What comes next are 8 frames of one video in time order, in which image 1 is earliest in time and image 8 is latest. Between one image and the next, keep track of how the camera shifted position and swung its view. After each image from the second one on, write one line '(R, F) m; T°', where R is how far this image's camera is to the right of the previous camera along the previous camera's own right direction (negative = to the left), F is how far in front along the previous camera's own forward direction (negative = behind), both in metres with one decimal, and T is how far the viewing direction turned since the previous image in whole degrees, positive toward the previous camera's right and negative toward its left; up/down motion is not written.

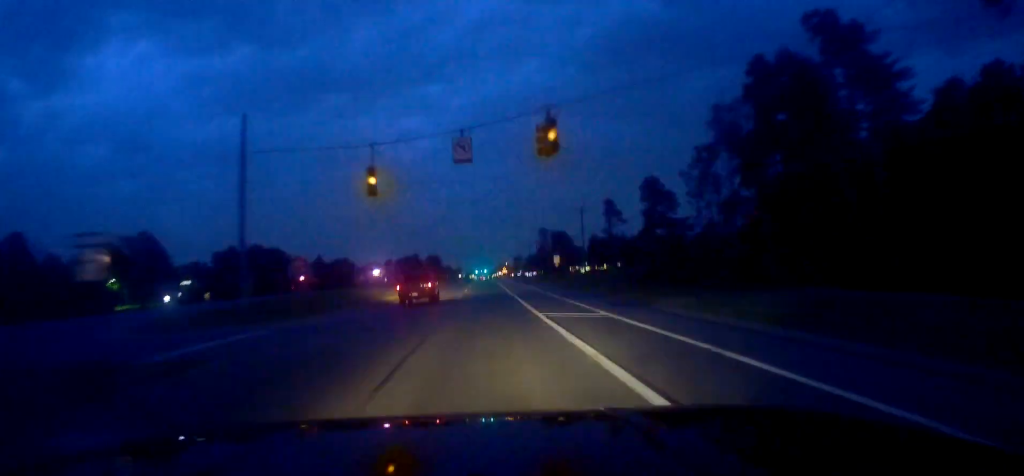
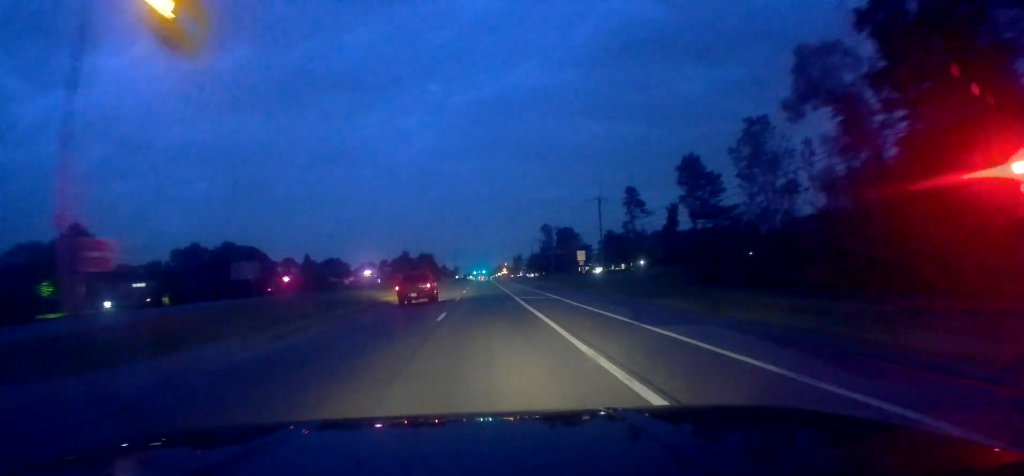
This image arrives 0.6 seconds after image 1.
(+0.1, +16.4) m; 0°
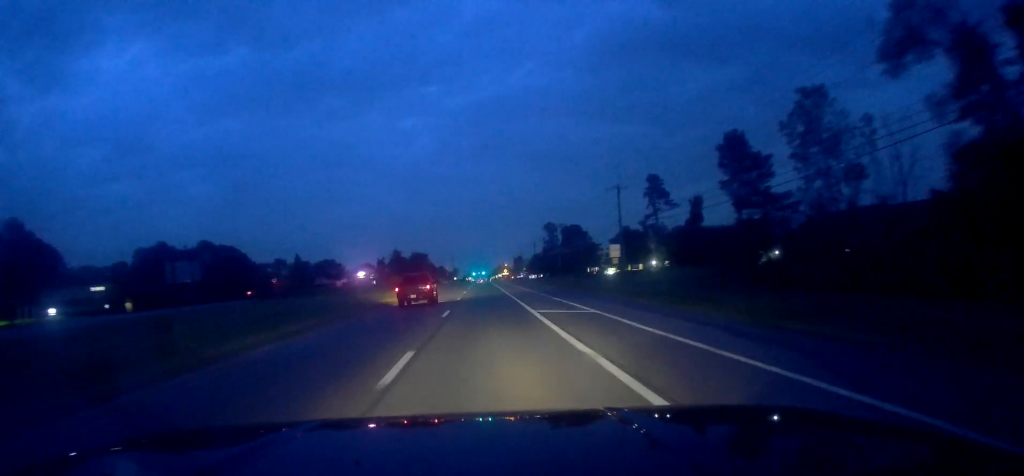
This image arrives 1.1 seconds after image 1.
(-0.2, +12.1) m; 0°
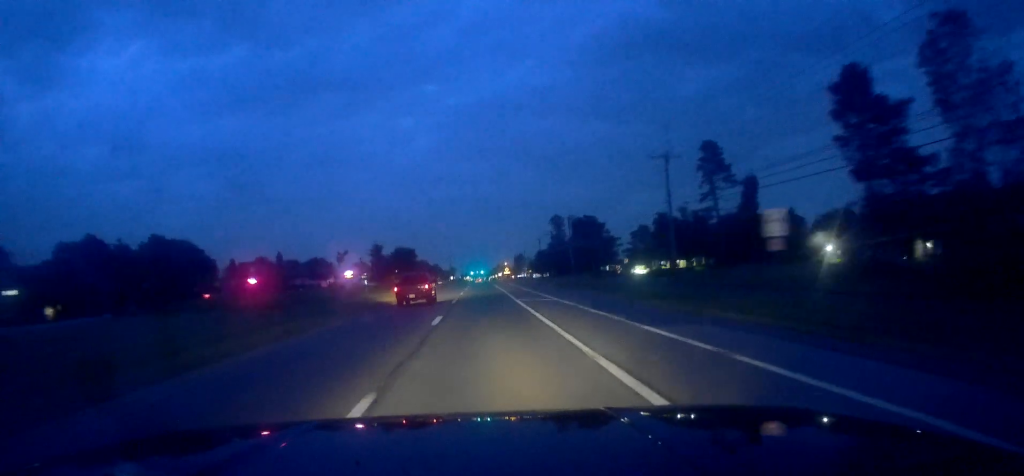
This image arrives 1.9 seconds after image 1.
(0.0, +19.8) m; 0°
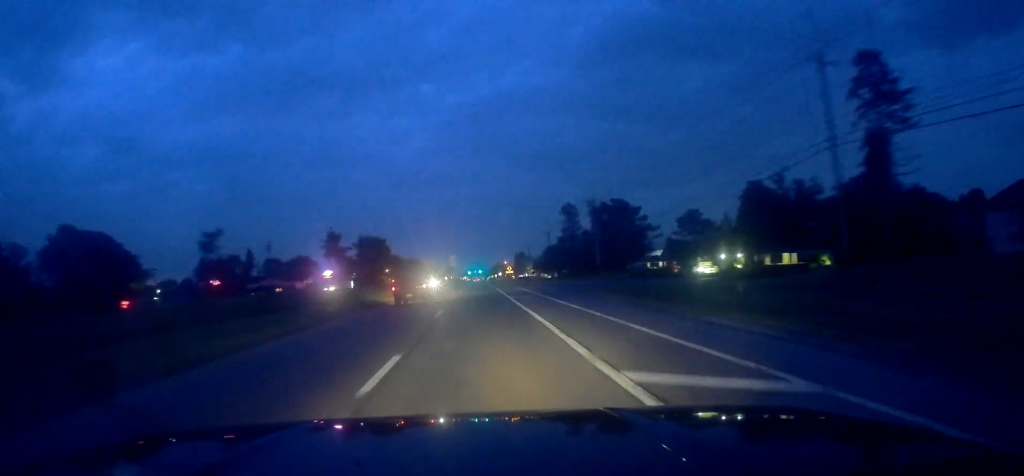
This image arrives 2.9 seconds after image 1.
(+0.2, +26.7) m; 0°
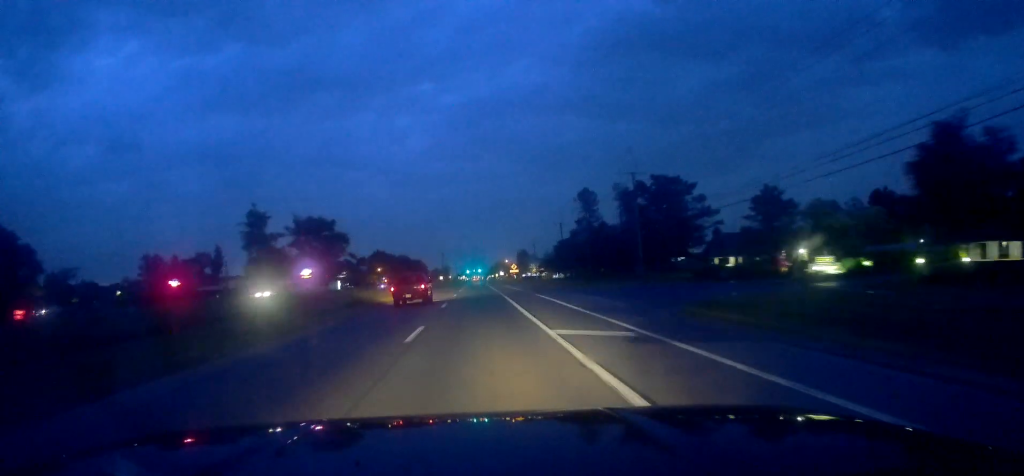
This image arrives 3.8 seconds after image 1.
(-0.2, +23.2) m; 0°
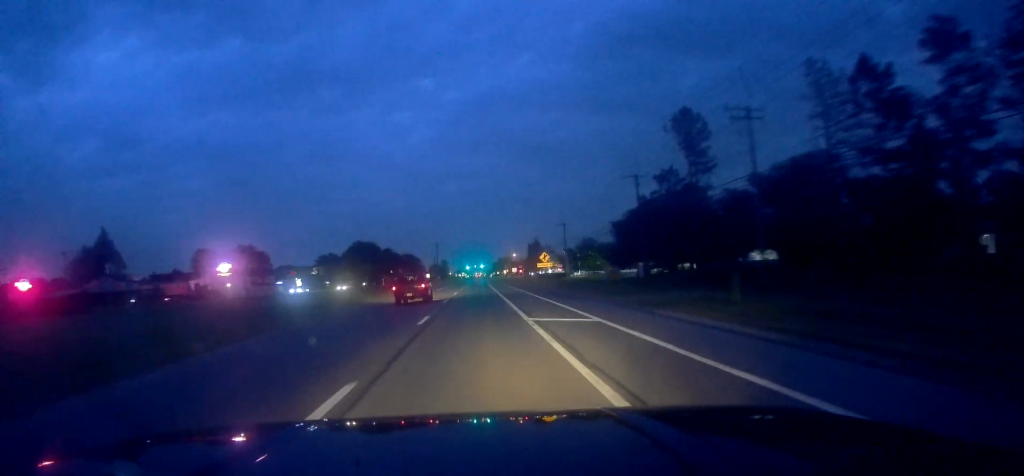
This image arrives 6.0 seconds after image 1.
(+0.2, +57.0) m; 0°
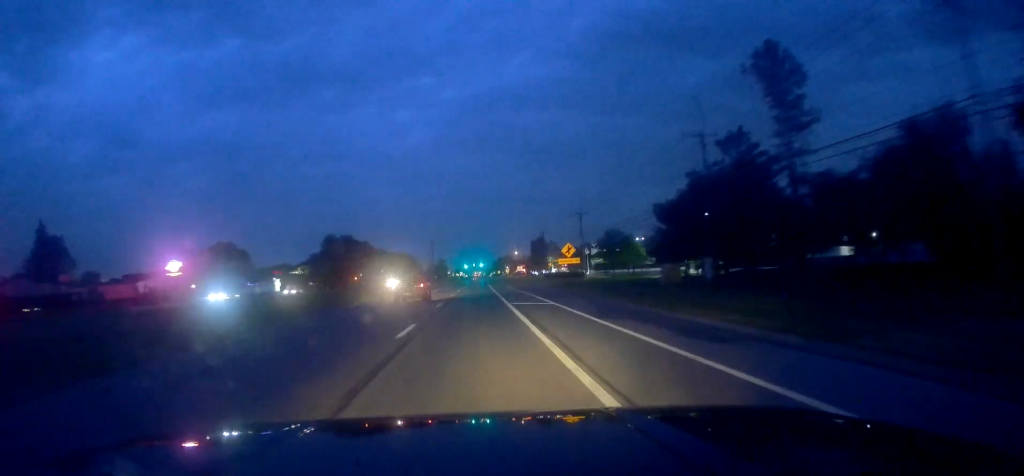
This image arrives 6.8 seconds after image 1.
(0.0, +19.4) m; 0°
